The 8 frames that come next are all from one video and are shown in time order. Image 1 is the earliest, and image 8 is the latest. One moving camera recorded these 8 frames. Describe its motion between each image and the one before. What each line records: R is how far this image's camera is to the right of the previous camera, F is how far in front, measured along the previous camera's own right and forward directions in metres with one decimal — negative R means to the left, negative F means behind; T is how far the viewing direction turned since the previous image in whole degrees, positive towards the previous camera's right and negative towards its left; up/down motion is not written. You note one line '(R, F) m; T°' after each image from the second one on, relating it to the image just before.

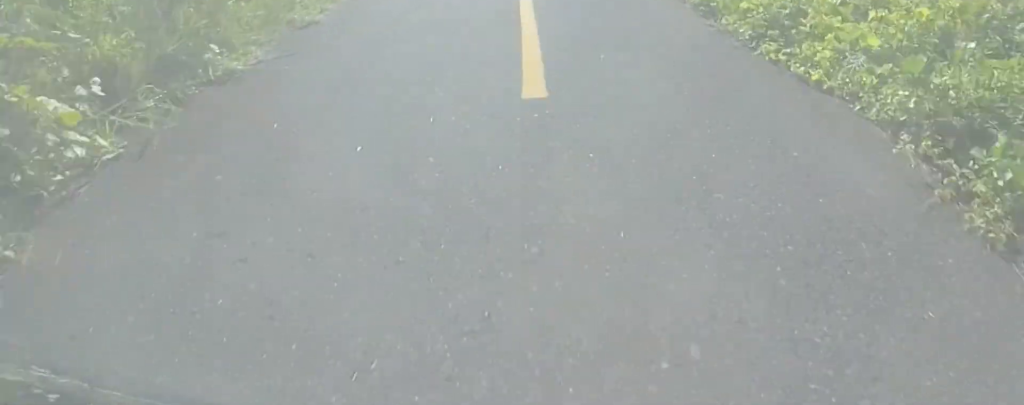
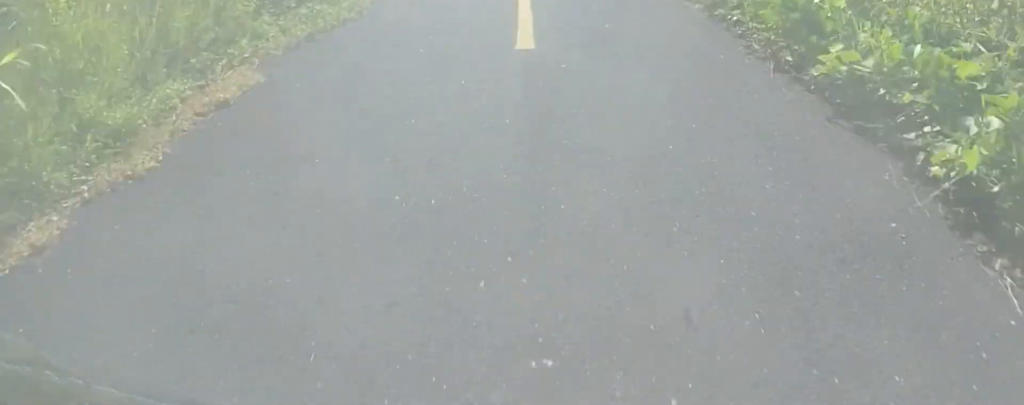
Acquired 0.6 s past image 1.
(-0.3, +7.1) m; 0°
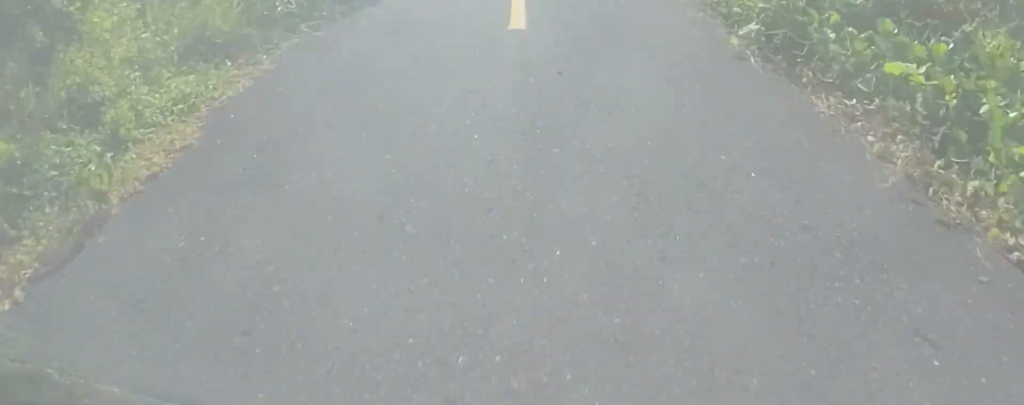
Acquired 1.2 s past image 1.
(+0.4, +7.5) m; 0°
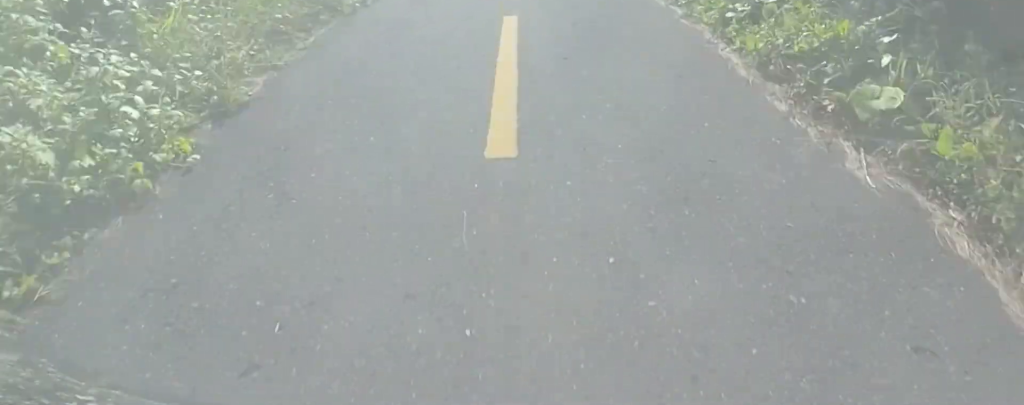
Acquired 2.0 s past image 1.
(-0.1, +10.4) m; 0°
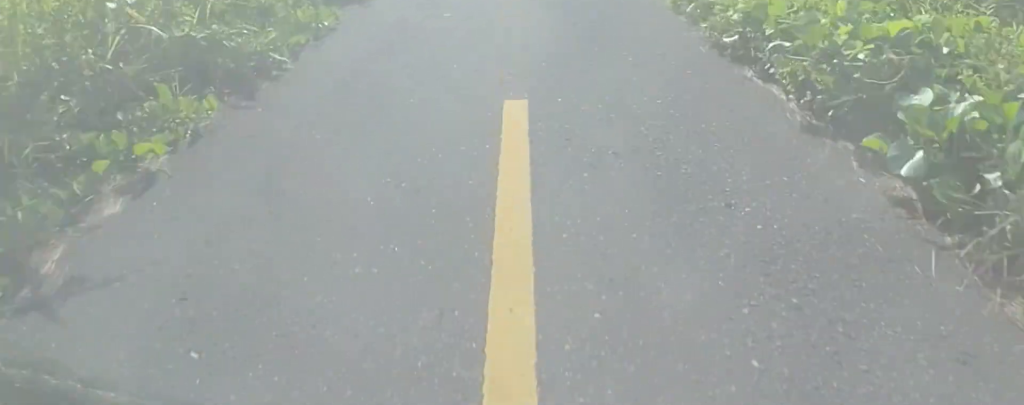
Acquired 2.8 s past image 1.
(-0.1, +10.5) m; 0°
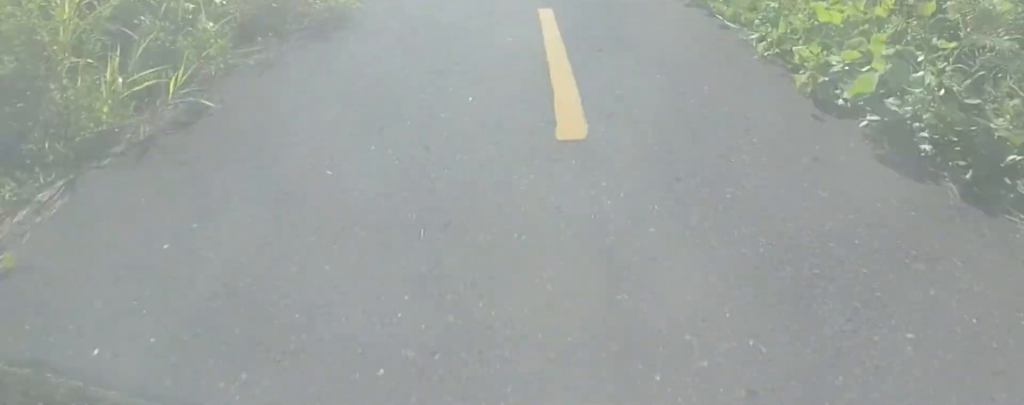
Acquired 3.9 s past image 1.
(+0.2, +13.8) m; -1°
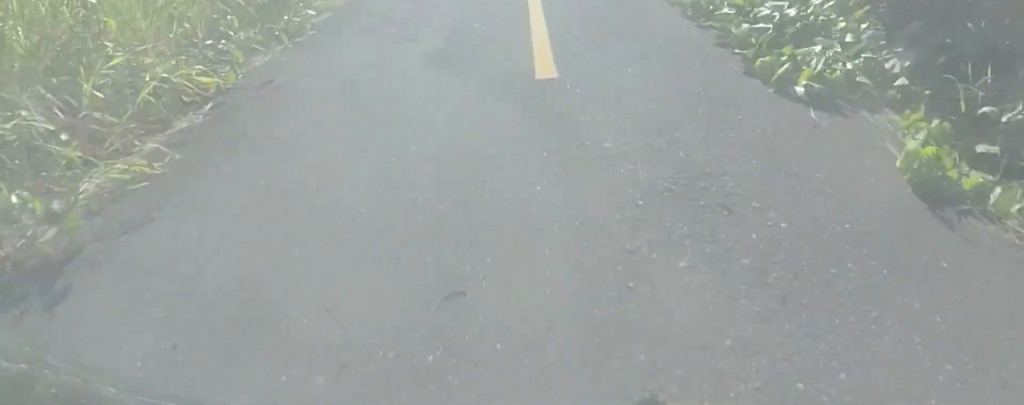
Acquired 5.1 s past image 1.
(-0.5, +15.2) m; -4°
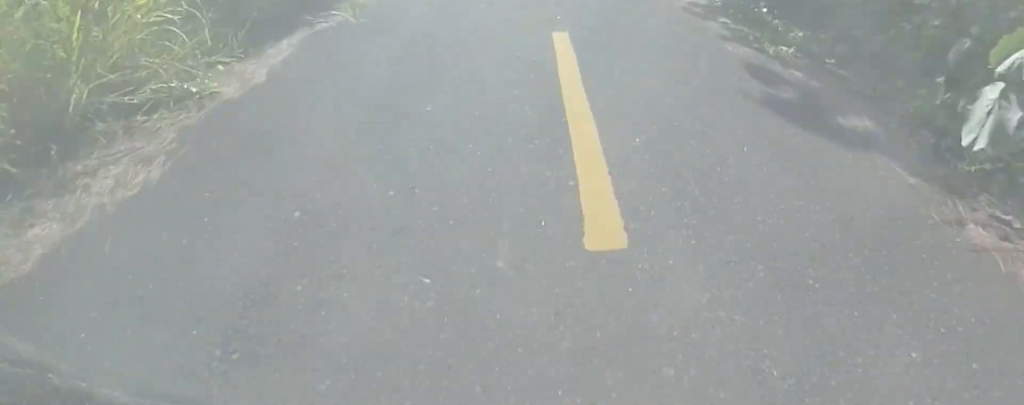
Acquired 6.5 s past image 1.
(-0.8, +17.3) m; -1°
